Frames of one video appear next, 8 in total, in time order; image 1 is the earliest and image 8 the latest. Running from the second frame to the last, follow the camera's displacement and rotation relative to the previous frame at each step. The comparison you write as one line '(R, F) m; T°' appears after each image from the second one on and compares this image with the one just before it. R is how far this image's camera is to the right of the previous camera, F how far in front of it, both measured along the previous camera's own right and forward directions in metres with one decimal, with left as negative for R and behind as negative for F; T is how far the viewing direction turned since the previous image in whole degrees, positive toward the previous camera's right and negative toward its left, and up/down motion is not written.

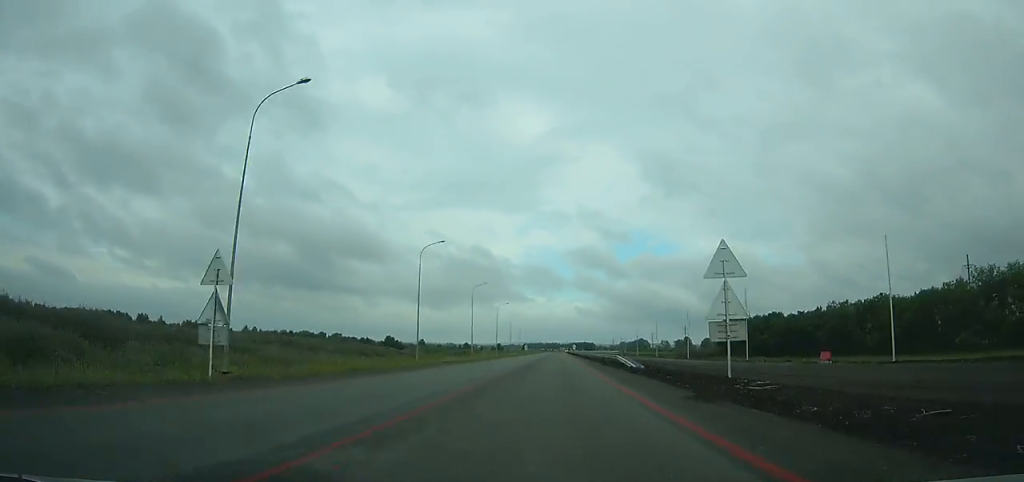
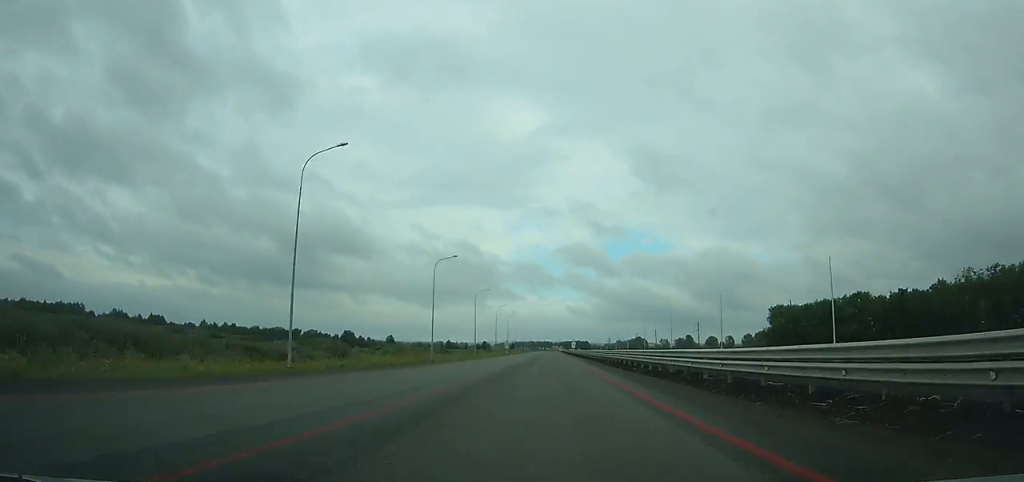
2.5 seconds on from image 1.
(+1.6, +60.7) m; +2°
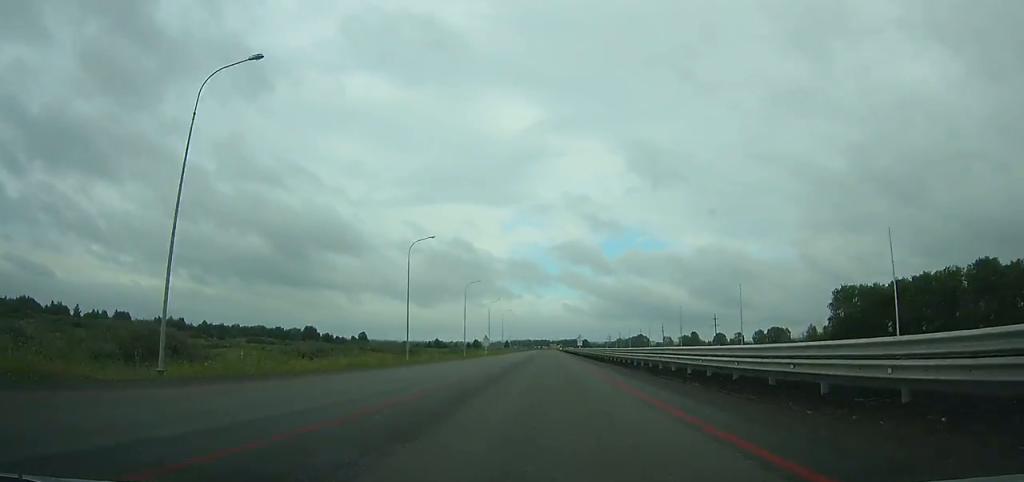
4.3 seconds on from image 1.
(+0.1, +45.3) m; 0°
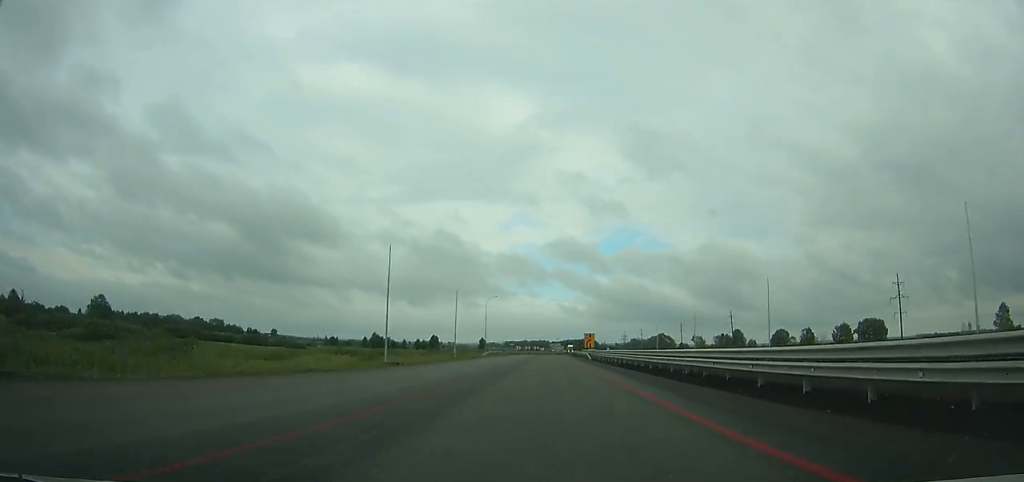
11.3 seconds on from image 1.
(+0.5, +180.4) m; +1°
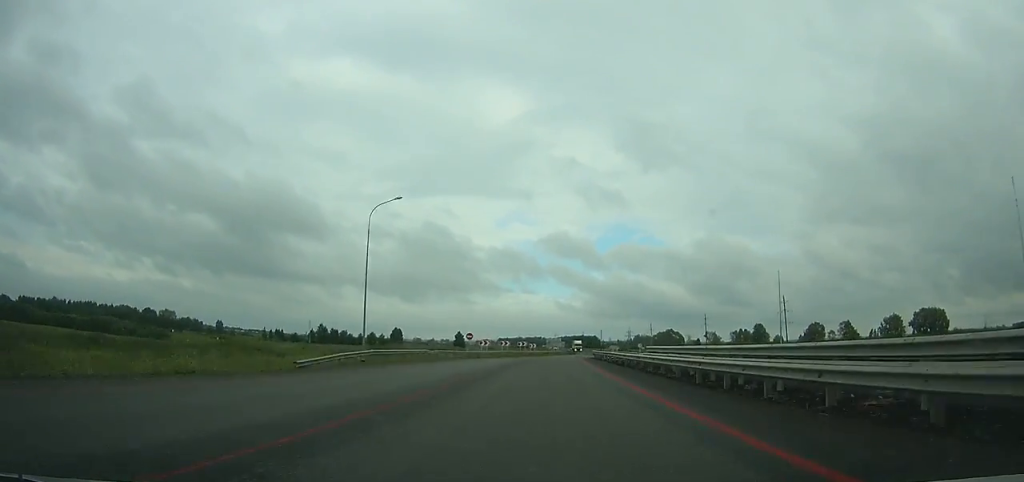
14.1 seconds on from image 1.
(+0.2, +70.7) m; +1°
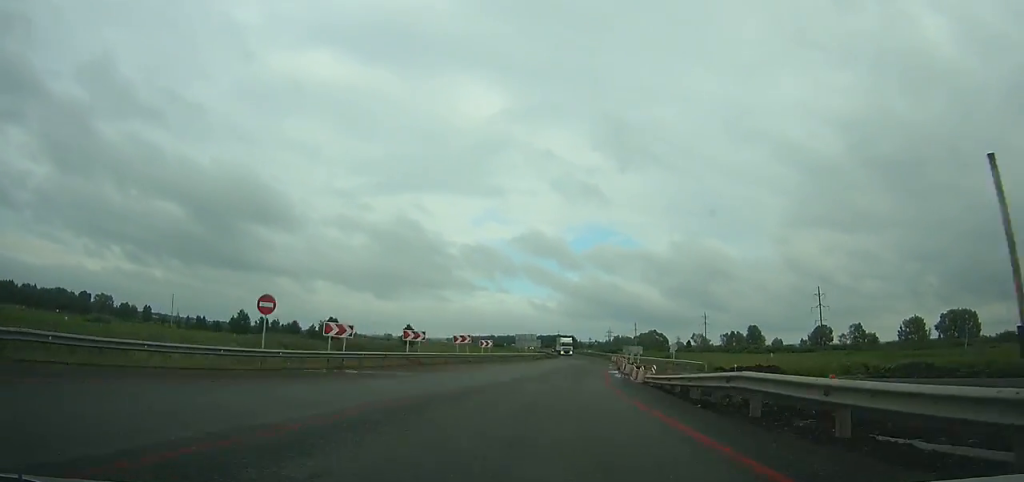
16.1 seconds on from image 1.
(+0.9, +48.1) m; +2°
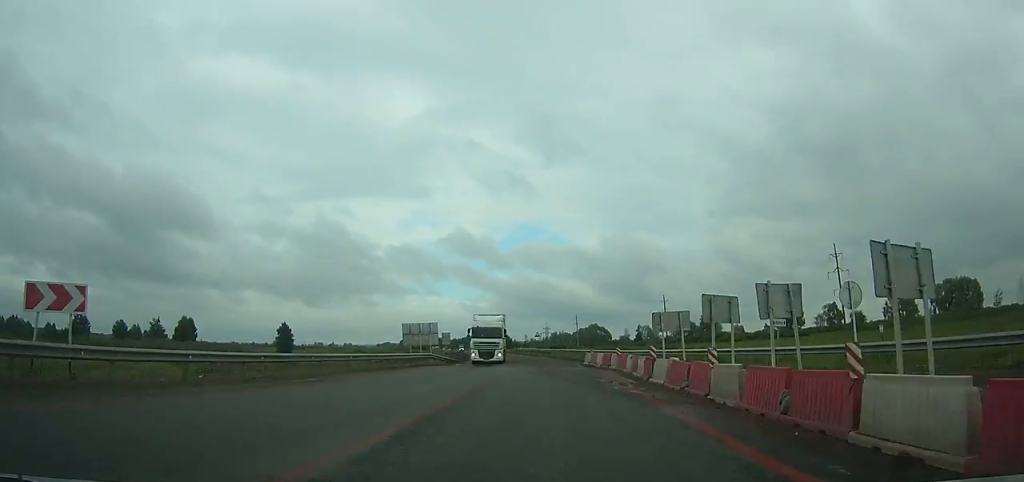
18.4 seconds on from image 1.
(+1.1, +53.2) m; +2°
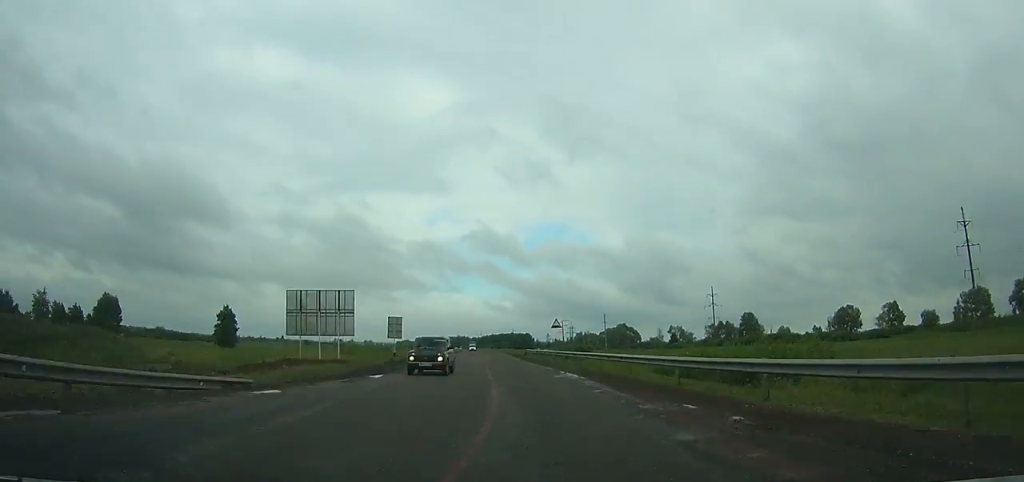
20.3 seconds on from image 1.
(+1.9, +42.0) m; 0°
